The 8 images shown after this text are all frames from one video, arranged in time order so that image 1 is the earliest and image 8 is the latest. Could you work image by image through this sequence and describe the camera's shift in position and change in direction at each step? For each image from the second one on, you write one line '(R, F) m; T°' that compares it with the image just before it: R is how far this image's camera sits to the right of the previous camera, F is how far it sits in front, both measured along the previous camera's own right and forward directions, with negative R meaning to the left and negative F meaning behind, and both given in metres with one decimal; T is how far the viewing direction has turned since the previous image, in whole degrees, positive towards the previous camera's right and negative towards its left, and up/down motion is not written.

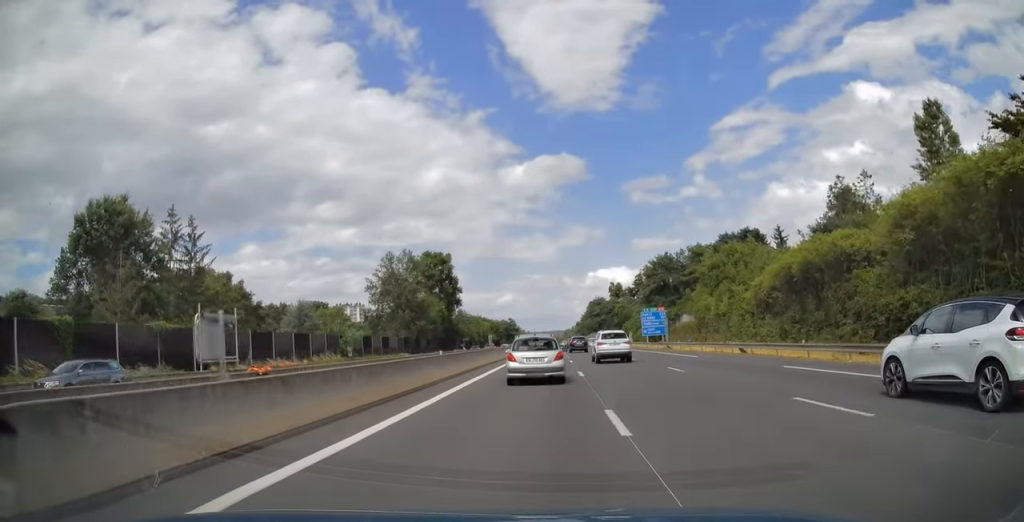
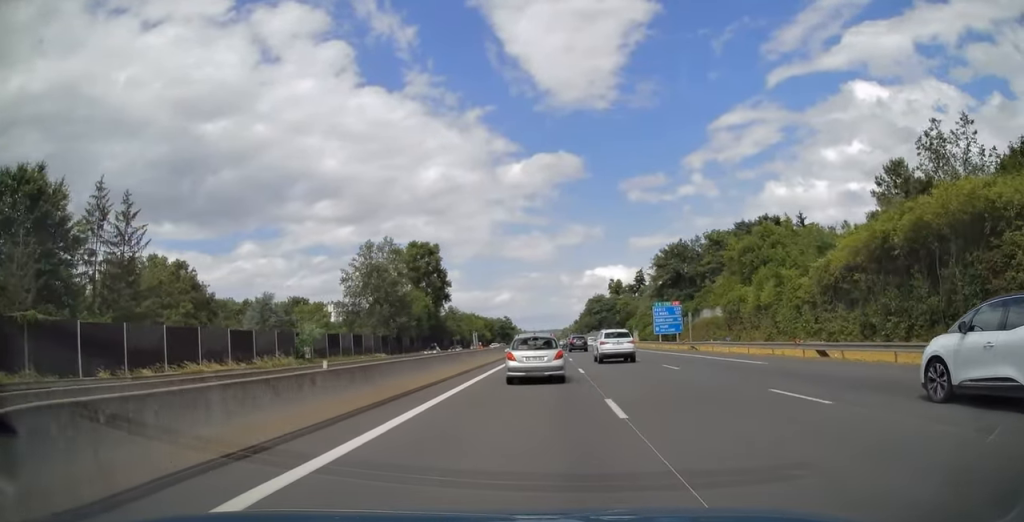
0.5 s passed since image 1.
(-0.1, +10.7) m; 0°
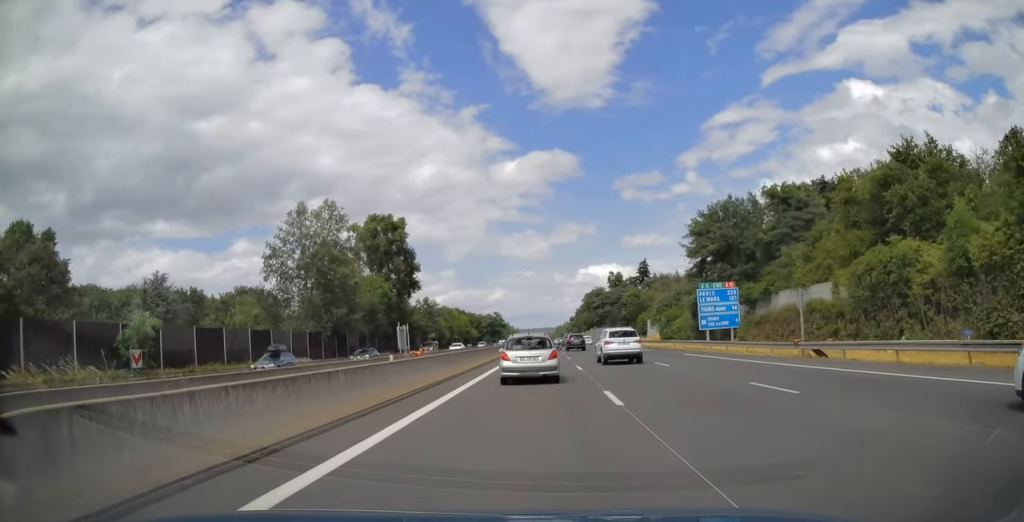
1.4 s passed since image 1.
(+0.2, +22.2) m; +1°
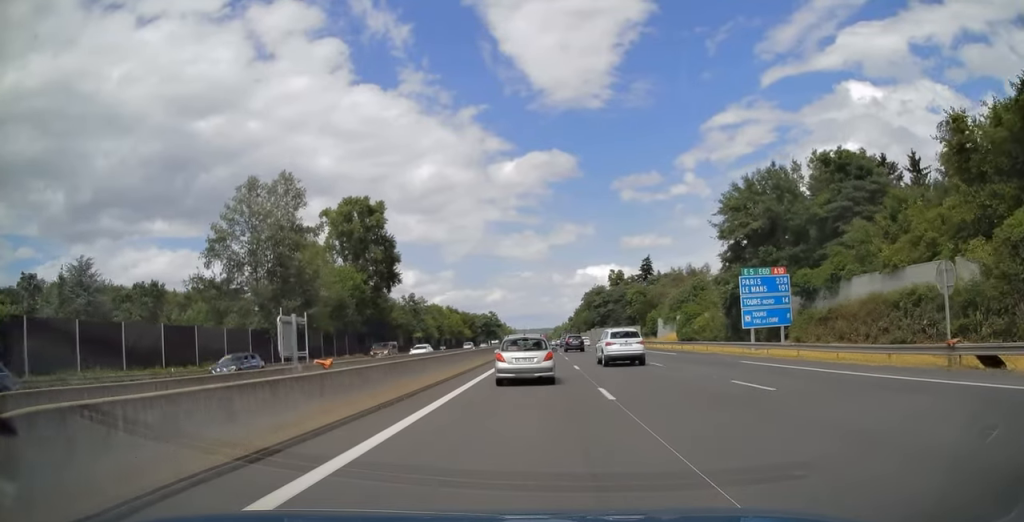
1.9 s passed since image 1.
(0.0, +10.7) m; 0°
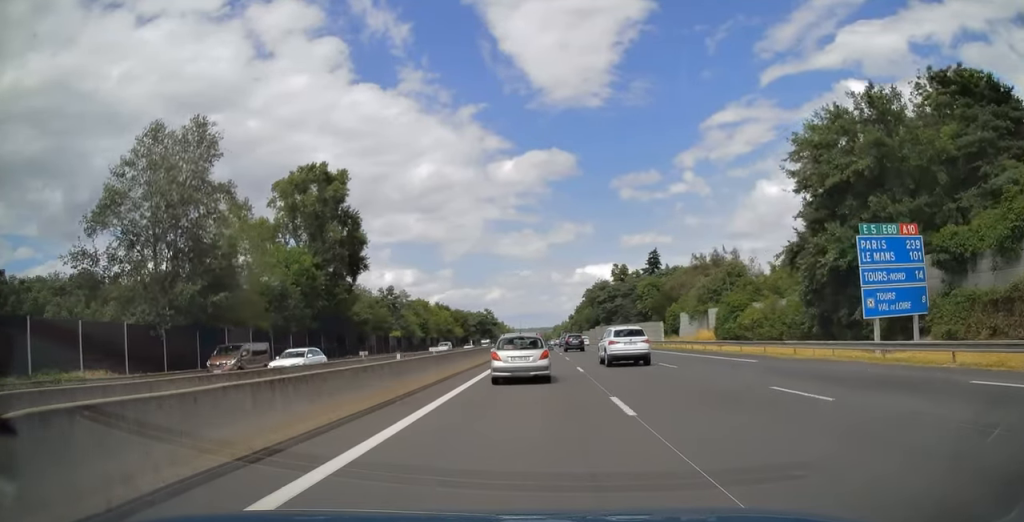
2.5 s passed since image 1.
(0.0, +14.8) m; 0°
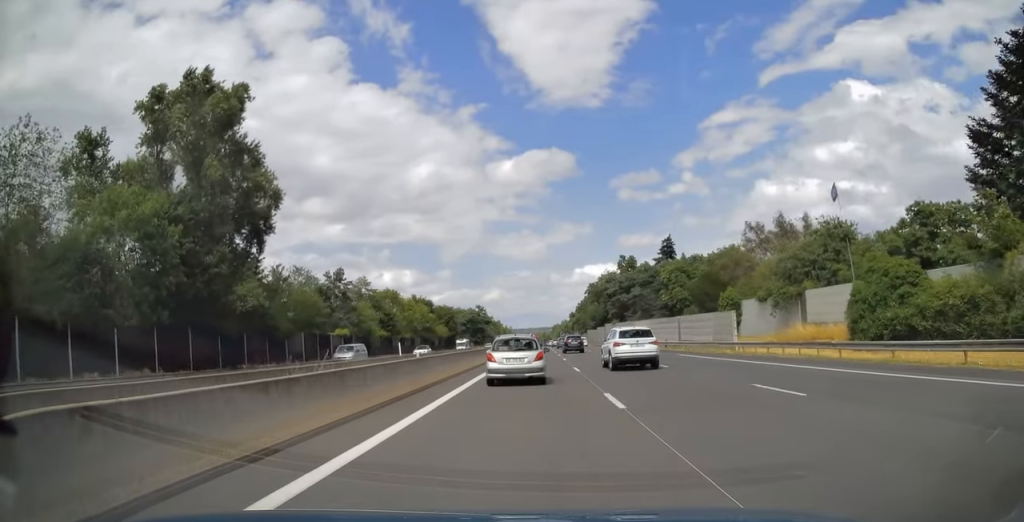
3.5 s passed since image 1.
(0.0, +27.2) m; 0°
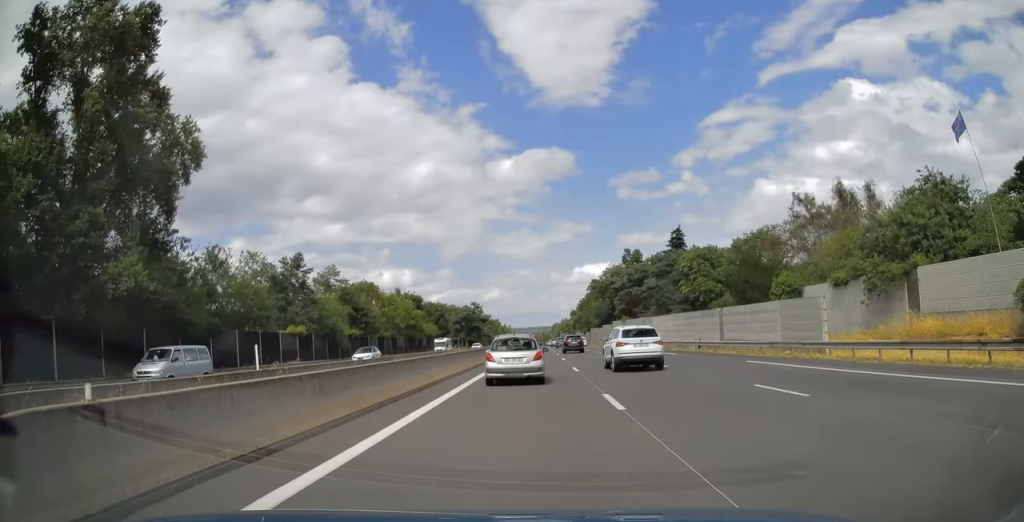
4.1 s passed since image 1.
(0.0, +14.0) m; 0°
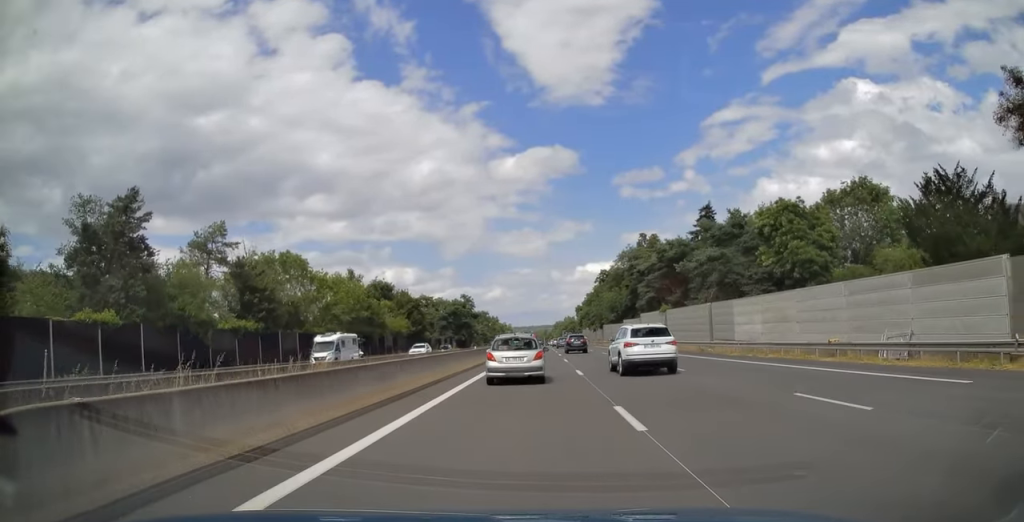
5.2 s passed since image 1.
(0.0, +29.6) m; 0°
